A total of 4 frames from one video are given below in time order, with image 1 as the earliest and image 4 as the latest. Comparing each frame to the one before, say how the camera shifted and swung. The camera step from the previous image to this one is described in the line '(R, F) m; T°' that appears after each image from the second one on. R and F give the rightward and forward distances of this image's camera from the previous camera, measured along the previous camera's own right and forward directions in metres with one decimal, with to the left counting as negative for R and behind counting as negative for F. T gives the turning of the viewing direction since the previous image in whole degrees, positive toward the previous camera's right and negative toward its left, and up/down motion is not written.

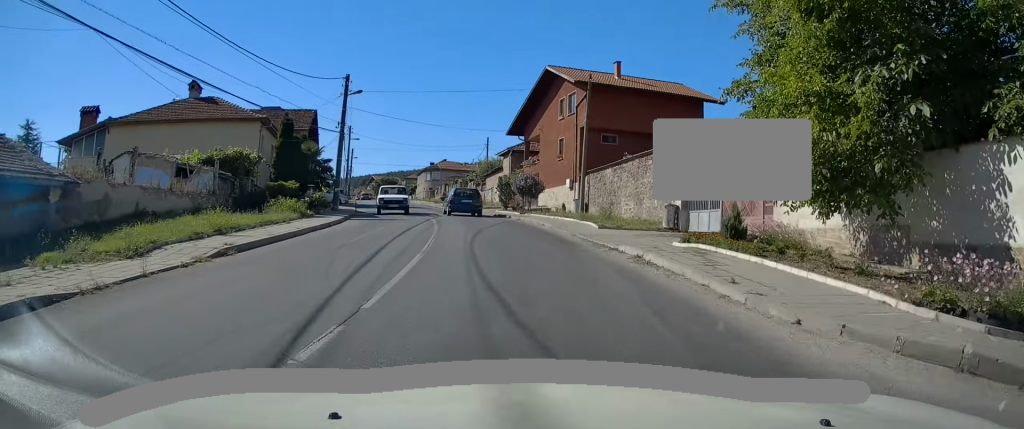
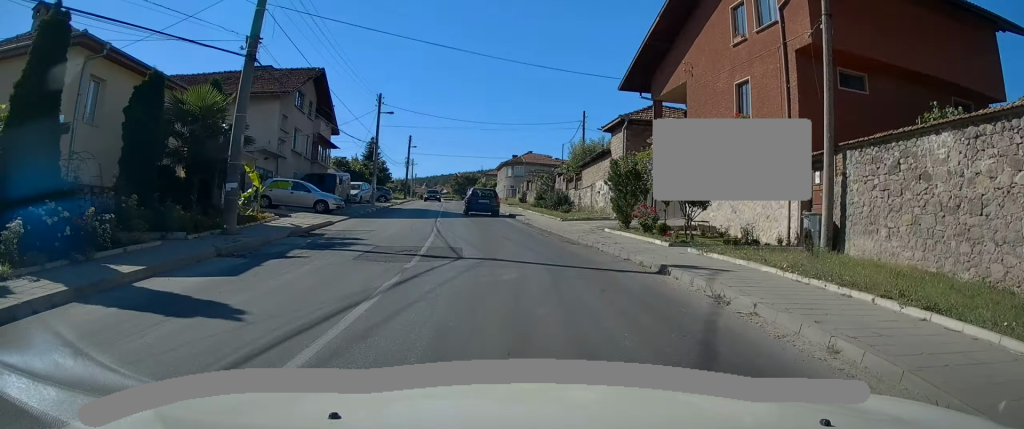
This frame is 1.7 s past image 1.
(-1.7, +20.5) m; -9°
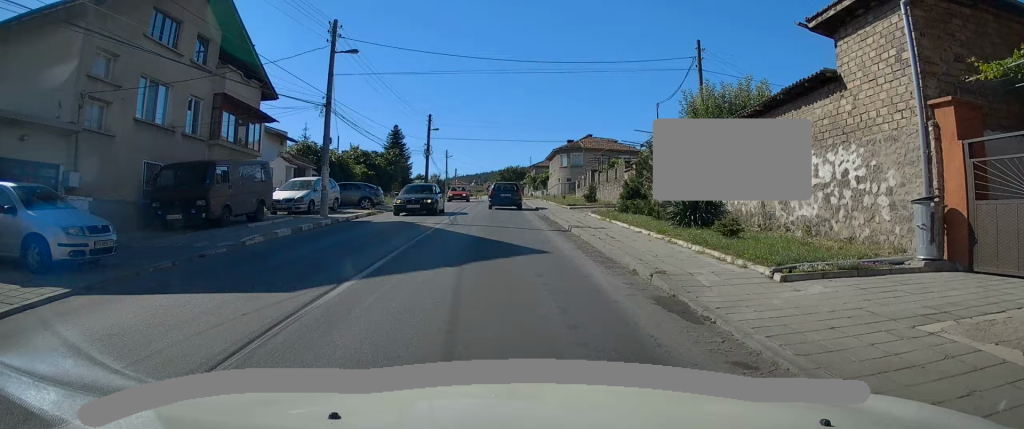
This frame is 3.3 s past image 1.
(-1.2, +19.3) m; -6°
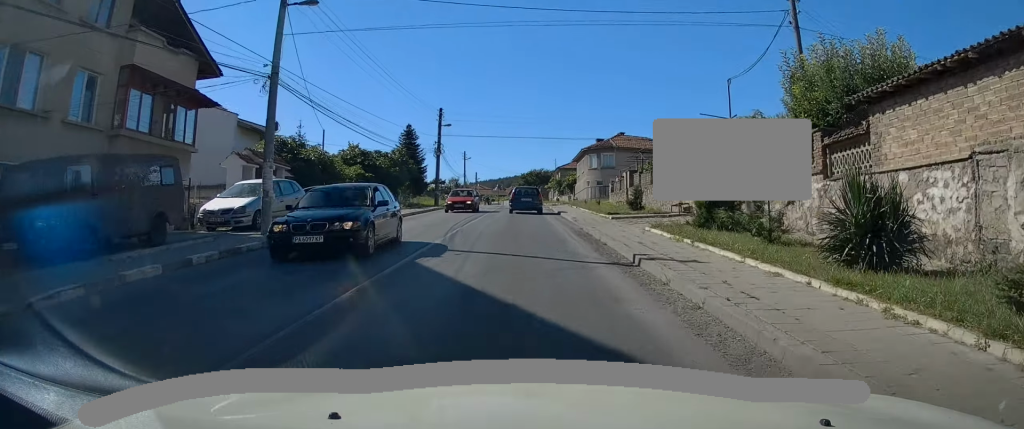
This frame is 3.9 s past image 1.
(-0.2, +7.4) m; -1°
